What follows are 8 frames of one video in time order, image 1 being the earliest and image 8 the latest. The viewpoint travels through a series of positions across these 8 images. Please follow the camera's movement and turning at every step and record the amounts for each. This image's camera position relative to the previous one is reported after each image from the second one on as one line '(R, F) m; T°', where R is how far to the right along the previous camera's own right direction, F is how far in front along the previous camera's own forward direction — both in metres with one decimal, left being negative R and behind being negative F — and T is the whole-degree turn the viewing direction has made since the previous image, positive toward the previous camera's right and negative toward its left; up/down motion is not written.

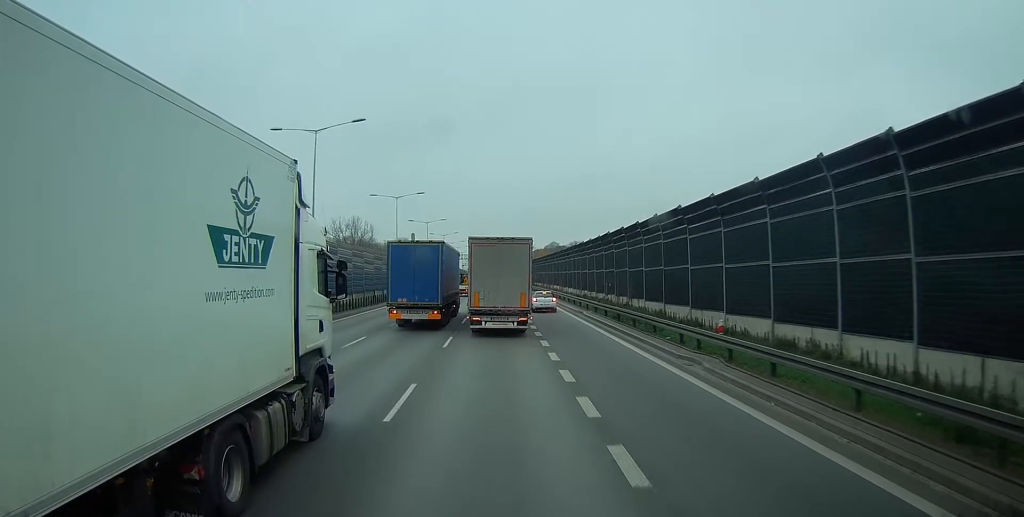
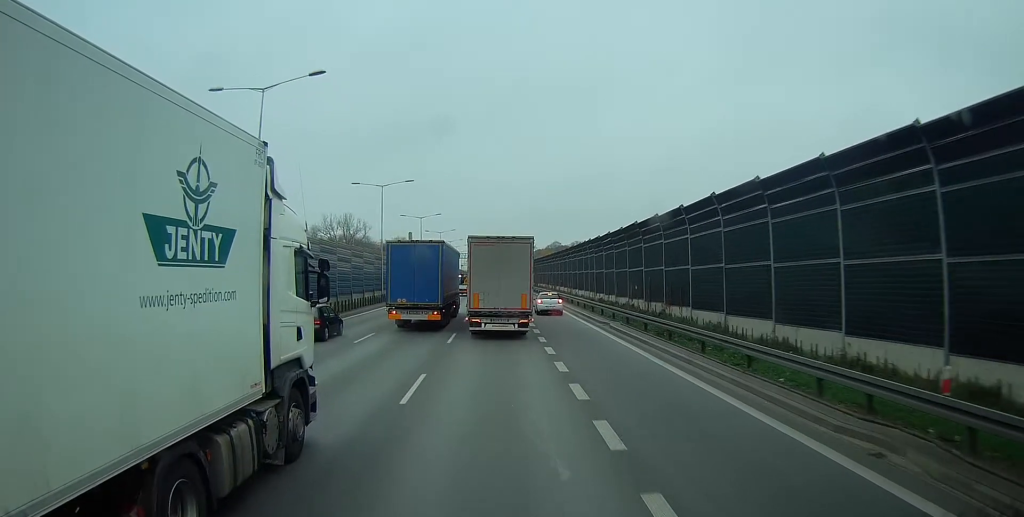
(0.0, +10.6) m; 0°
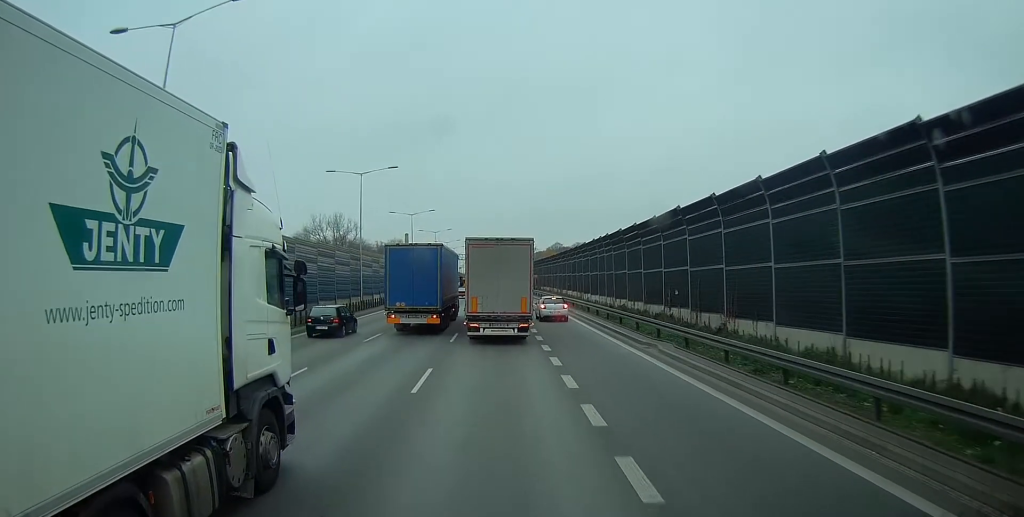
(+0.1, +10.7) m; 0°
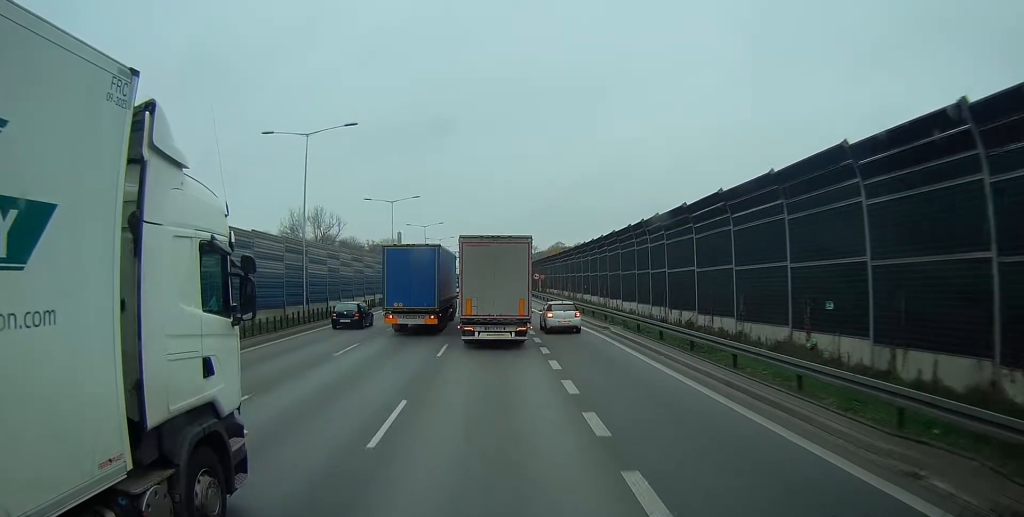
(0.0, +17.3) m; +1°
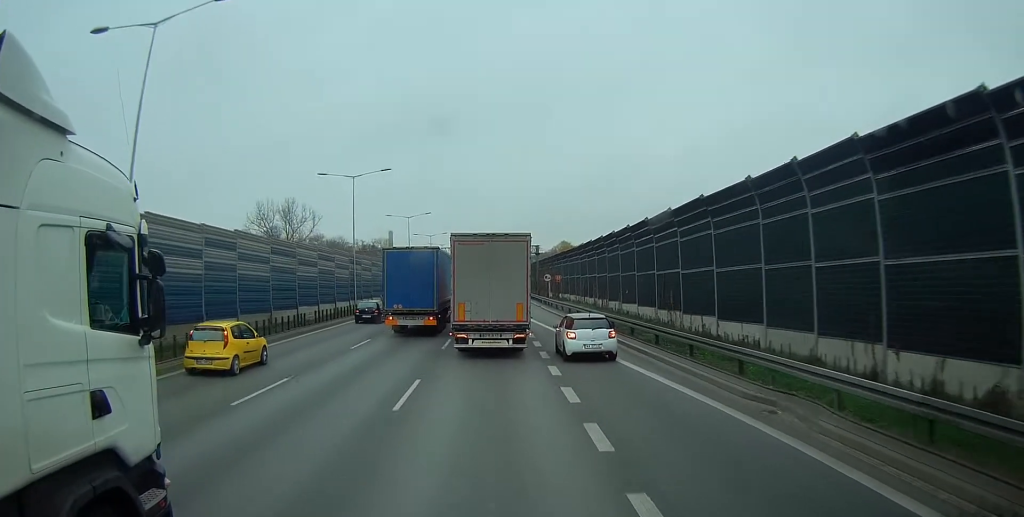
(+0.2, +21.3) m; 0°
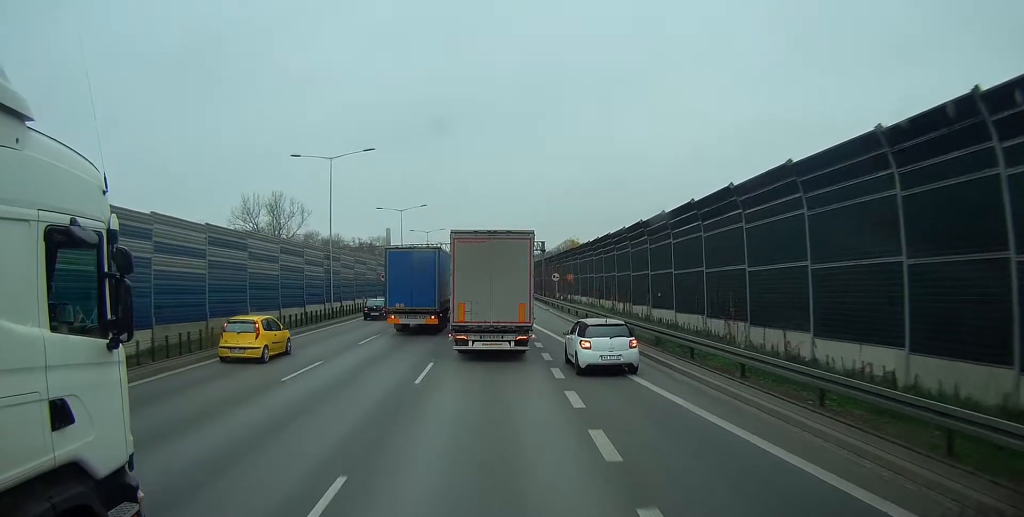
(-0.1, +8.6) m; 0°
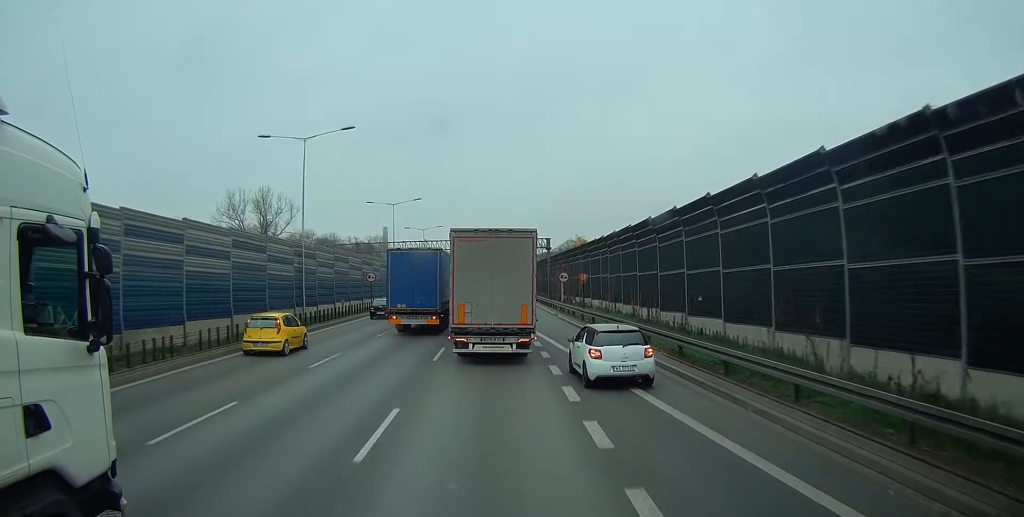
(-0.1, +7.2) m; 0°
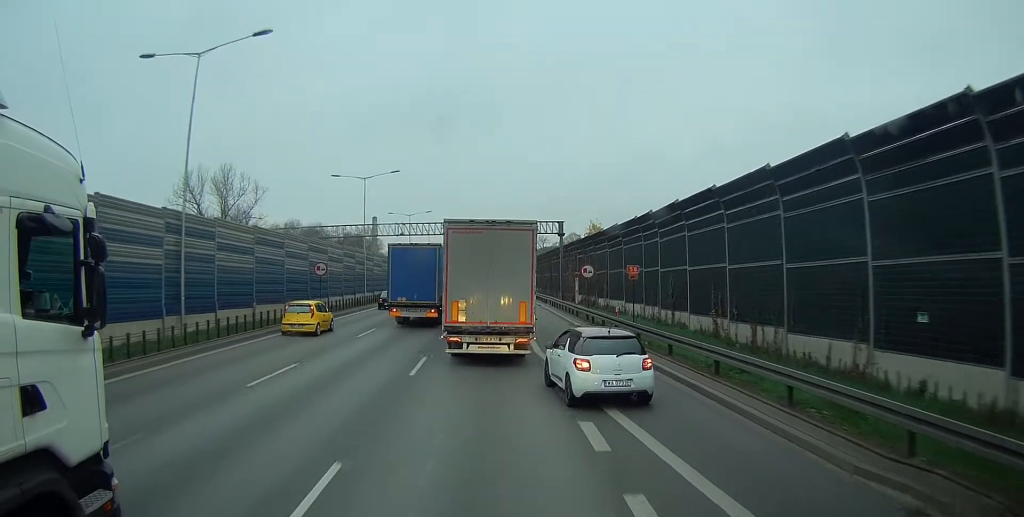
(+0.1, +16.3) m; 0°
